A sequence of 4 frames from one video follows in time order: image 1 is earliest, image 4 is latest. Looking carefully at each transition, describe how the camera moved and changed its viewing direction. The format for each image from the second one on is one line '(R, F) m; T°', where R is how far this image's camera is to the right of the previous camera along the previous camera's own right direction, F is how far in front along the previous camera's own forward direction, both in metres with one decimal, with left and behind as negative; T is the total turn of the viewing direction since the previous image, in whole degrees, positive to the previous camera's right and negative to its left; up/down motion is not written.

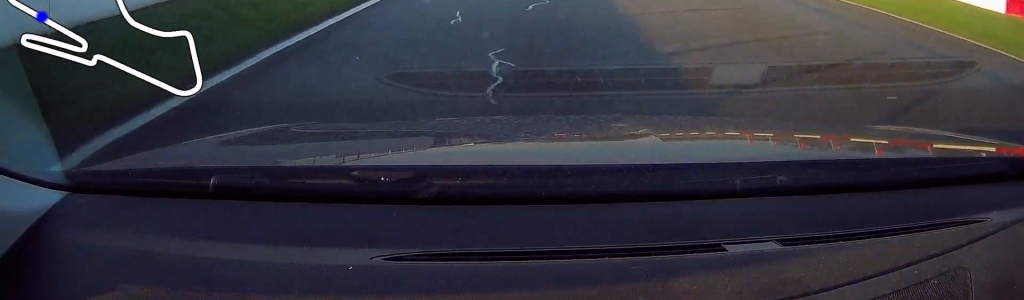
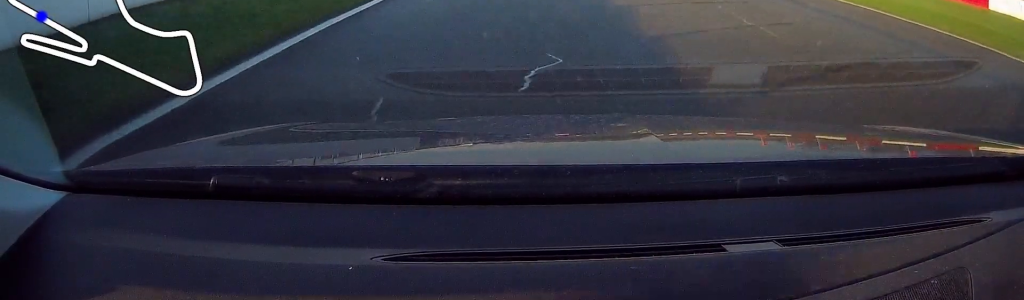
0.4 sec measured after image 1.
(0.0, +5.2) m; +1°
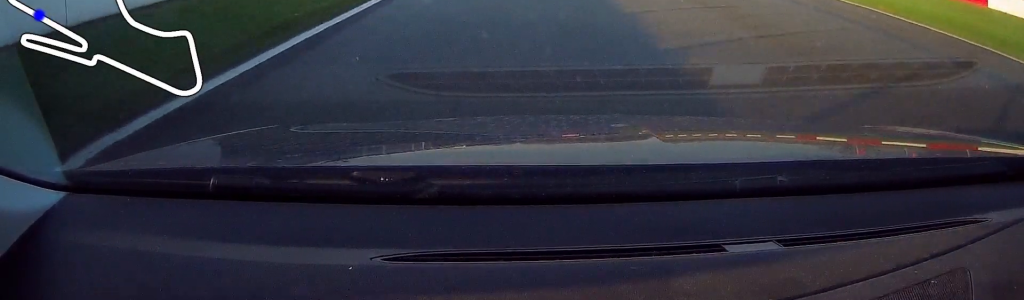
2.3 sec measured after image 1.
(+0.6, +23.8) m; +1°
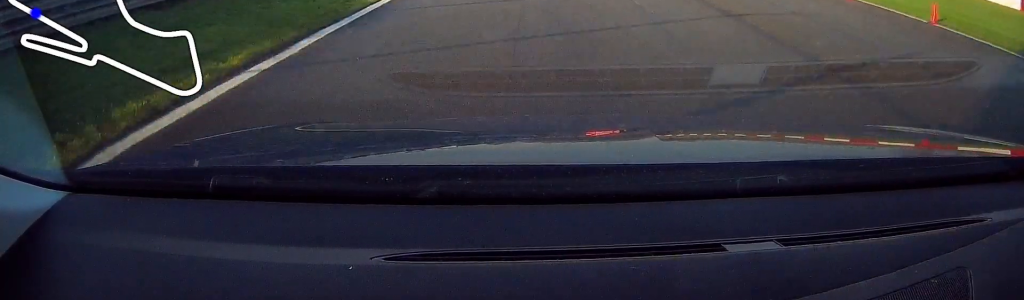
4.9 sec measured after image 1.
(-1.6, +31.6) m; 0°
